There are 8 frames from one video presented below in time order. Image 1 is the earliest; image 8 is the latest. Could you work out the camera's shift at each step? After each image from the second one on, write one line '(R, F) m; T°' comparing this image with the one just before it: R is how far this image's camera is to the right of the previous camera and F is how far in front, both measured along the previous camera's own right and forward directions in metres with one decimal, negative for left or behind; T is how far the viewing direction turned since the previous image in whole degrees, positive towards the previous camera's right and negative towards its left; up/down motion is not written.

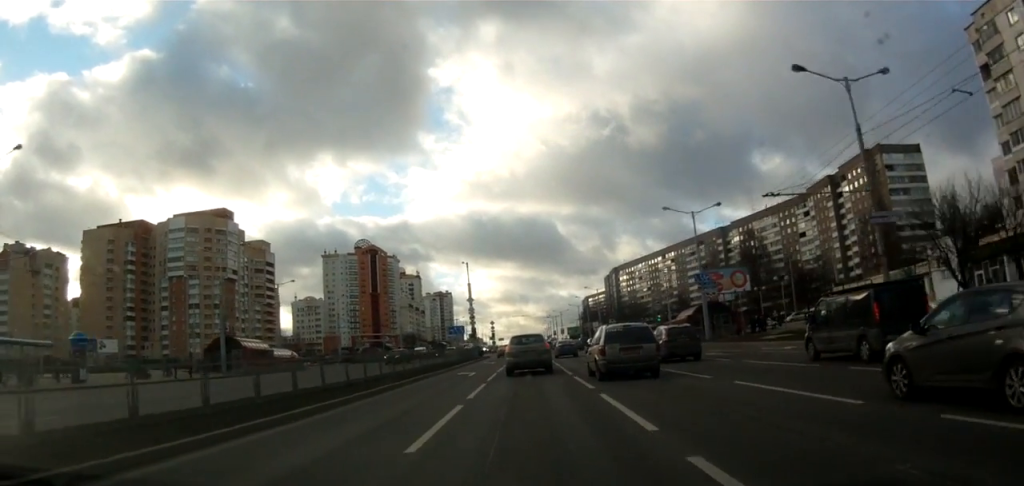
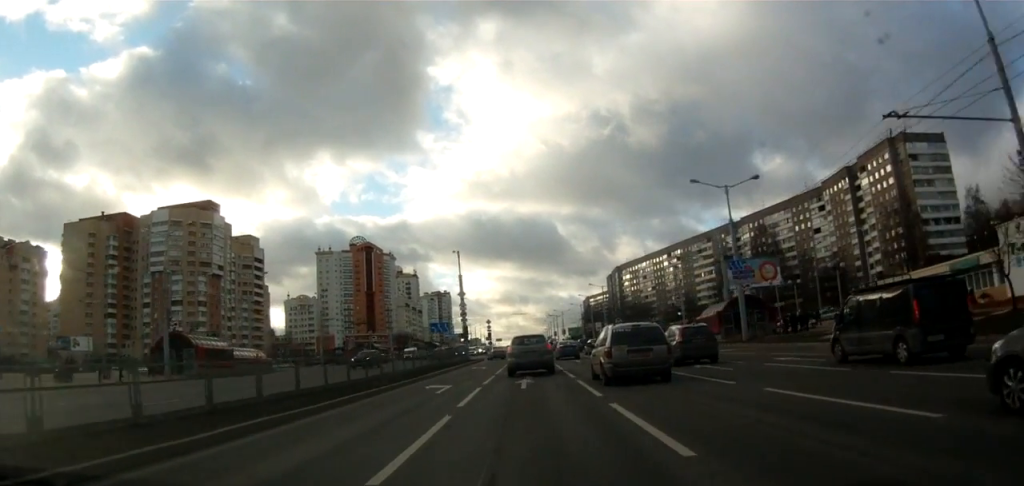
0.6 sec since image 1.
(0.0, +10.4) m; 0°
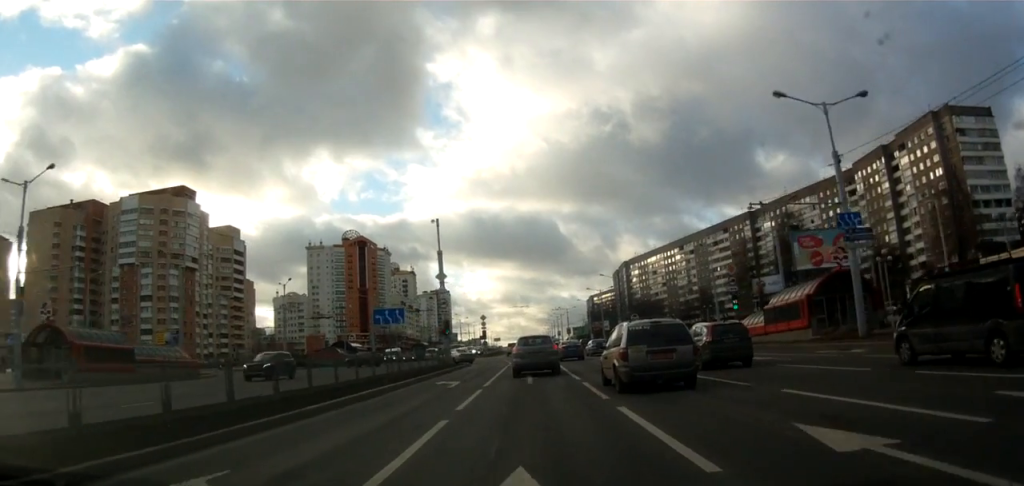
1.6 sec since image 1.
(0.0, +16.6) m; +1°
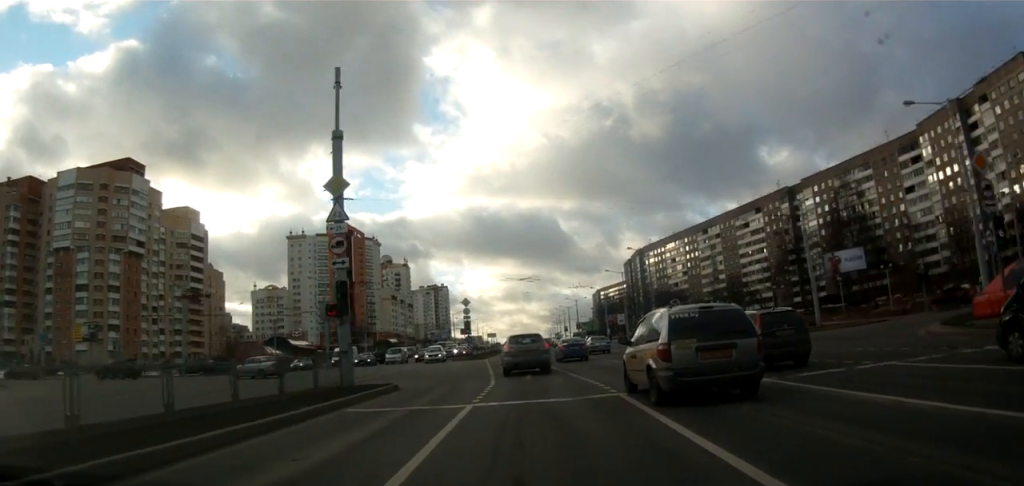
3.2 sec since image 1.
(+0.3, +28.1) m; -2°
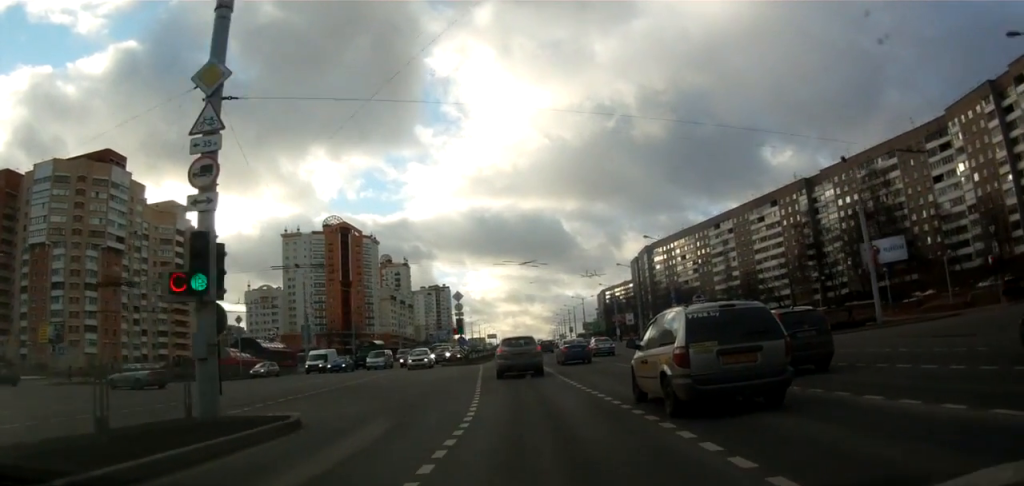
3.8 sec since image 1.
(-0.1, +9.6) m; -2°
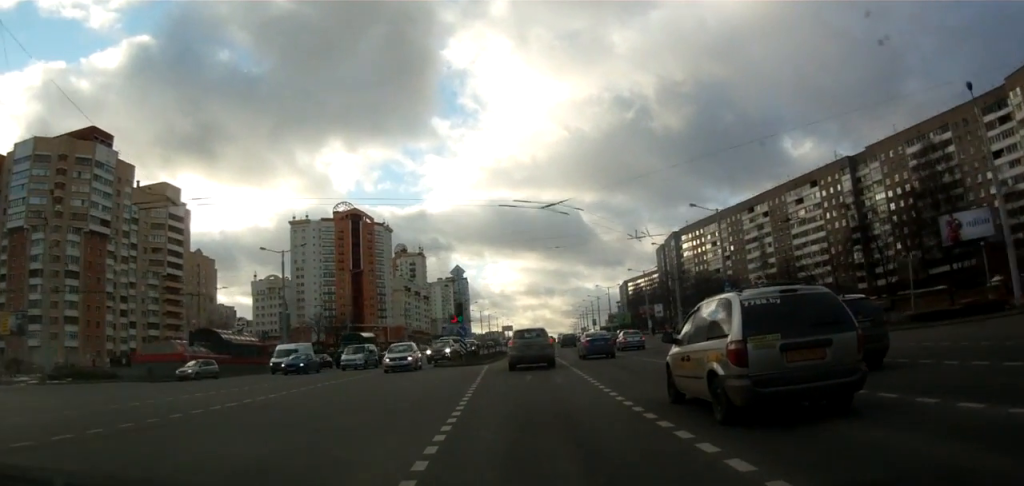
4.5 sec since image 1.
(-0.4, +12.9) m; 0°
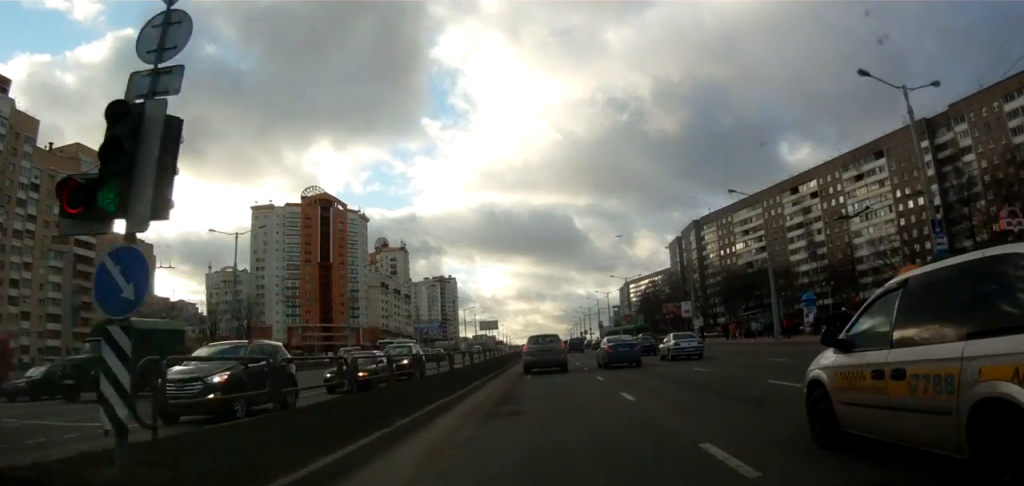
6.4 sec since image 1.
(-0.1, +32.6) m; 0°
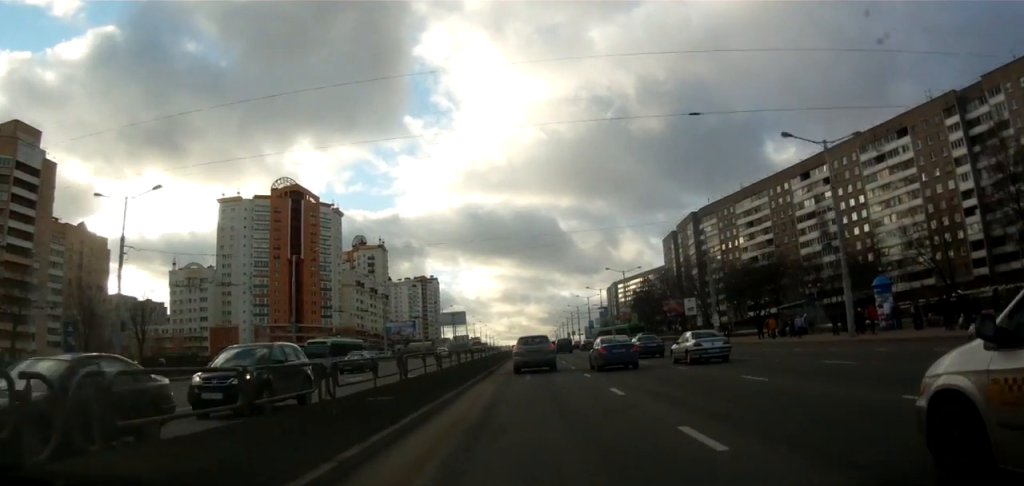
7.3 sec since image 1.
(+0.2, +14.4) m; +2°
